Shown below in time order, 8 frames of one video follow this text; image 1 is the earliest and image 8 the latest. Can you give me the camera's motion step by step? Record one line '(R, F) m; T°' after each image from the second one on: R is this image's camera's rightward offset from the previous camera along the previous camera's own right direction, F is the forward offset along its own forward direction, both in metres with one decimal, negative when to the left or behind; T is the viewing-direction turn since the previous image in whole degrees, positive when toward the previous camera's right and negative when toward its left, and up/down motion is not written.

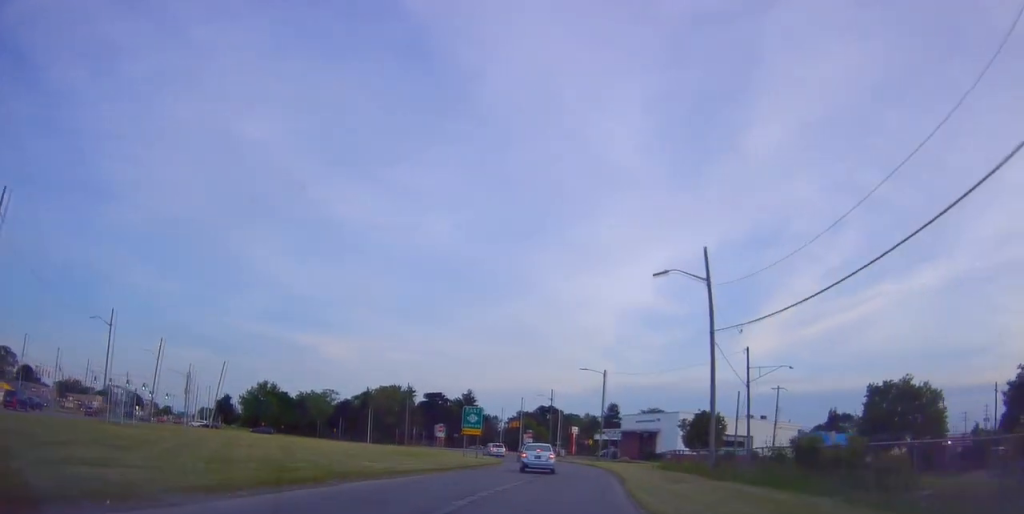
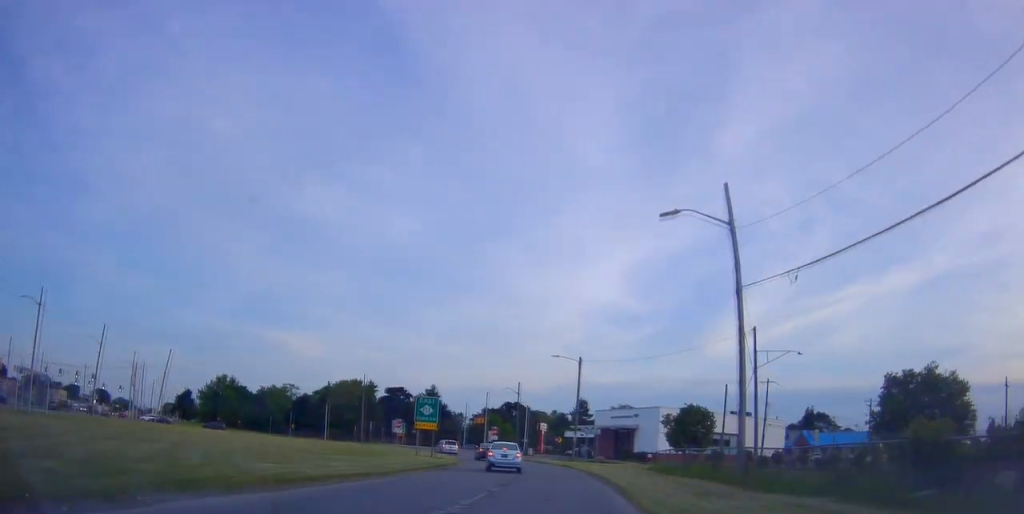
(-0.1, +7.3) m; +3°
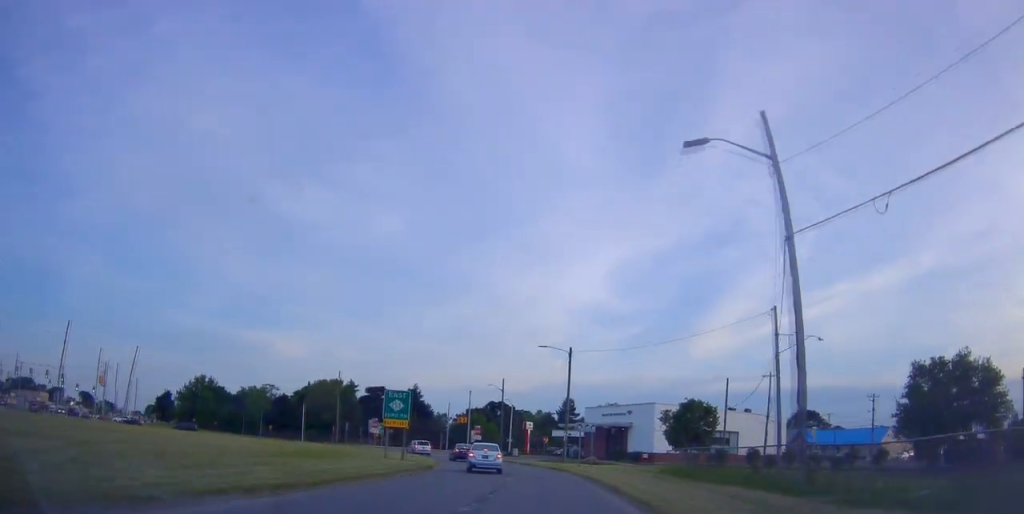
(-0.3, +5.4) m; +3°
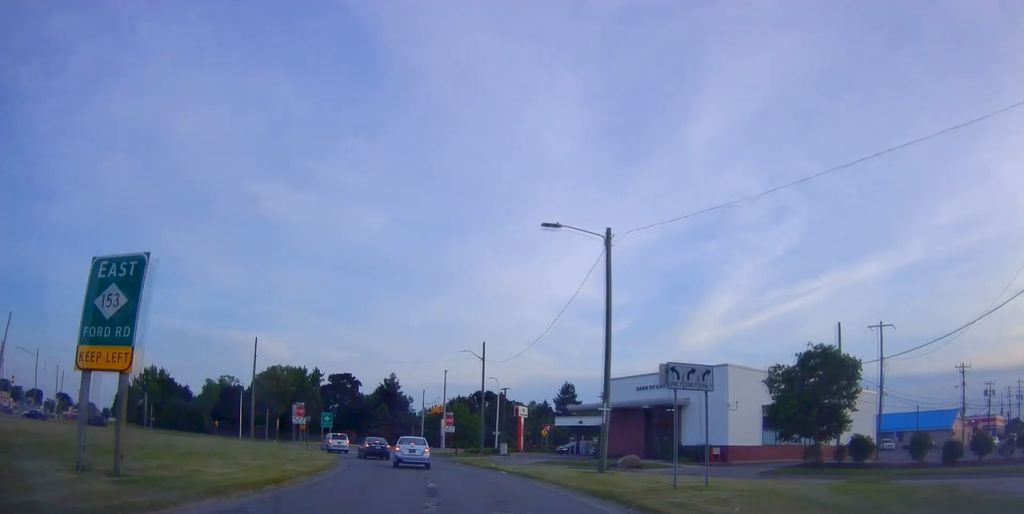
(+2.6, +26.1) m; +6°
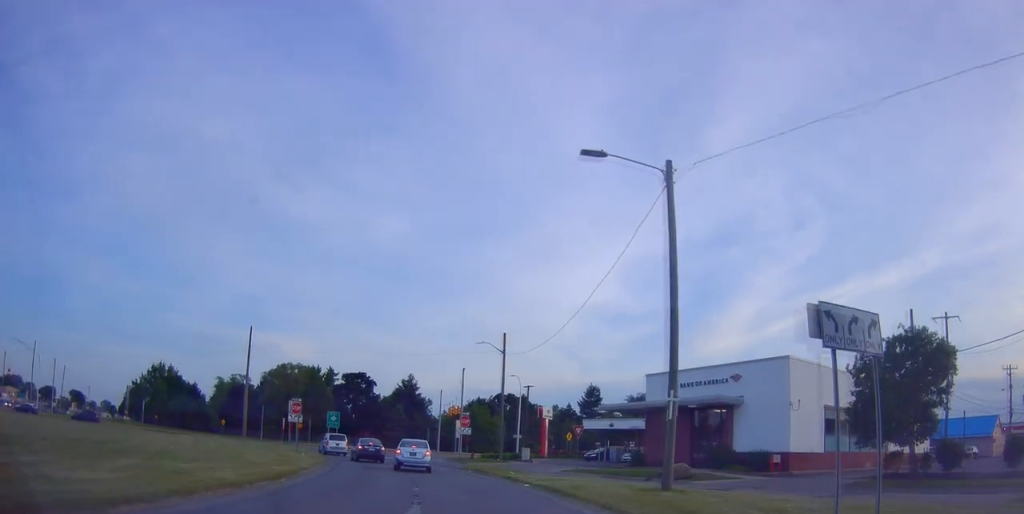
(+0.1, +6.8) m; 0°
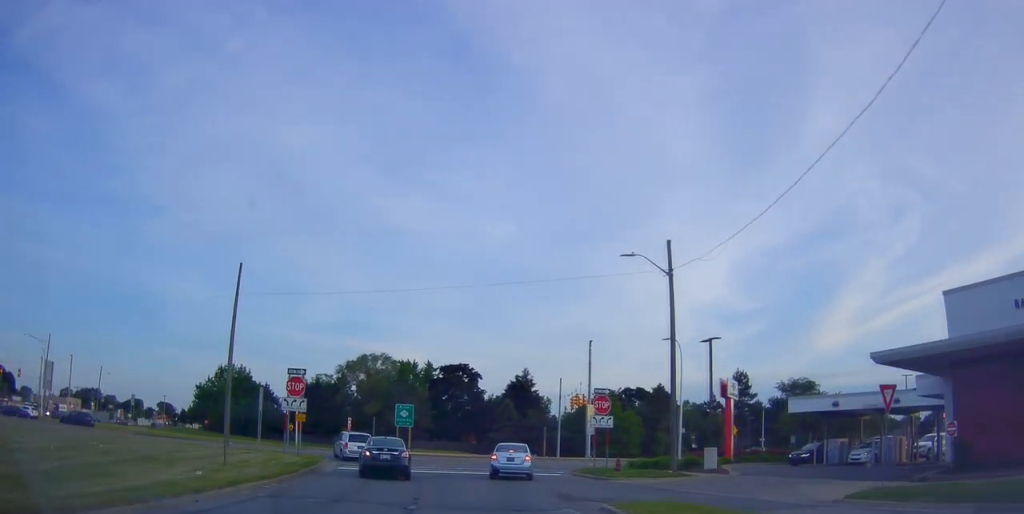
(-0.6, +26.0) m; -9°
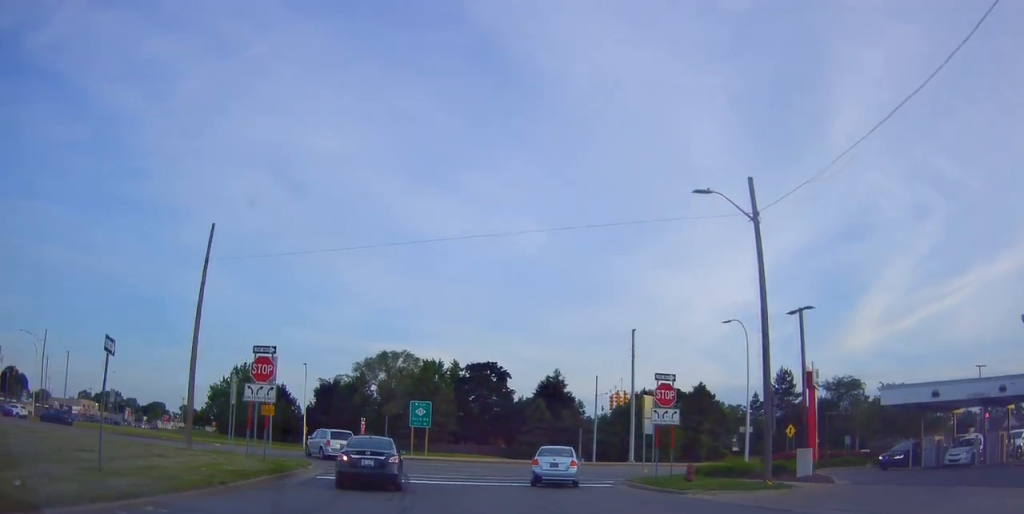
(-0.6, +7.7) m; -5°
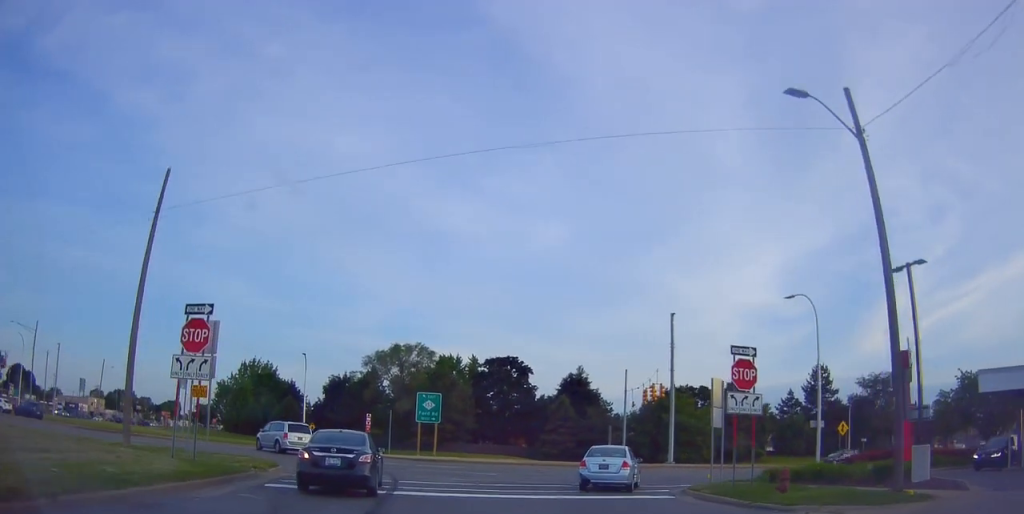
(-0.3, +6.8) m; -4°
